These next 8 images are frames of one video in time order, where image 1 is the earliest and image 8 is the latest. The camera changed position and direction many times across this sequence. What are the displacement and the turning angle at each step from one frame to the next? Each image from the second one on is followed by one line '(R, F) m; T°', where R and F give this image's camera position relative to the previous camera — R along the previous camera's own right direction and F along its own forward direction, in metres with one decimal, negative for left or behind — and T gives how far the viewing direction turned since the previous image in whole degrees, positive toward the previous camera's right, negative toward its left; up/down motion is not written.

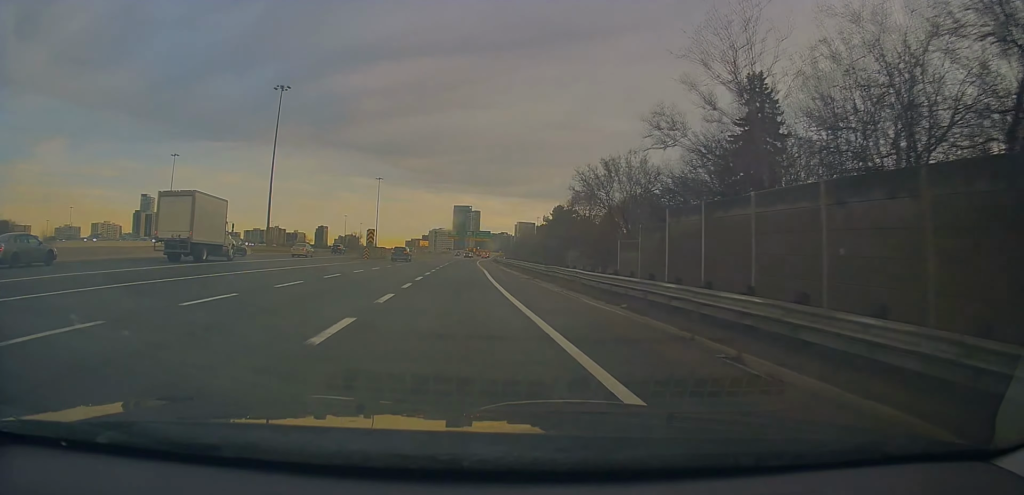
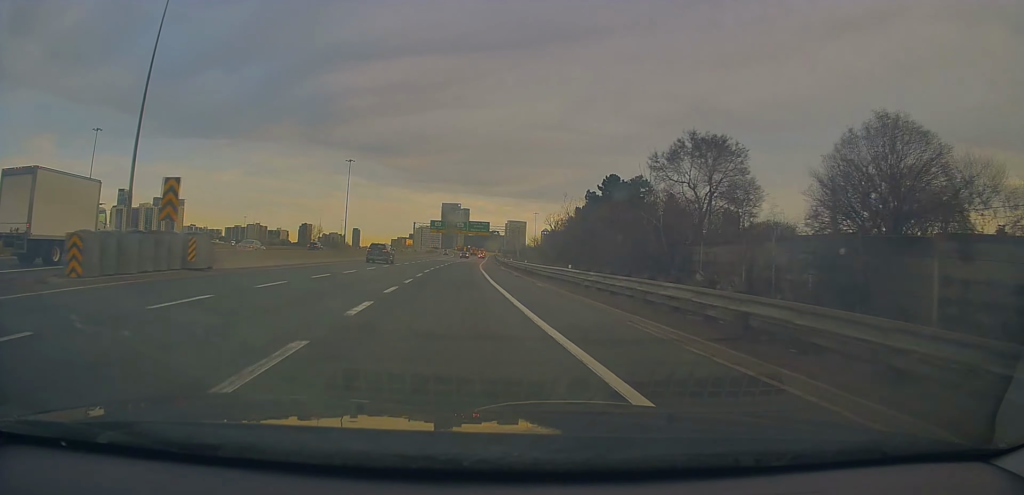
(+1.0, +50.1) m; +2°
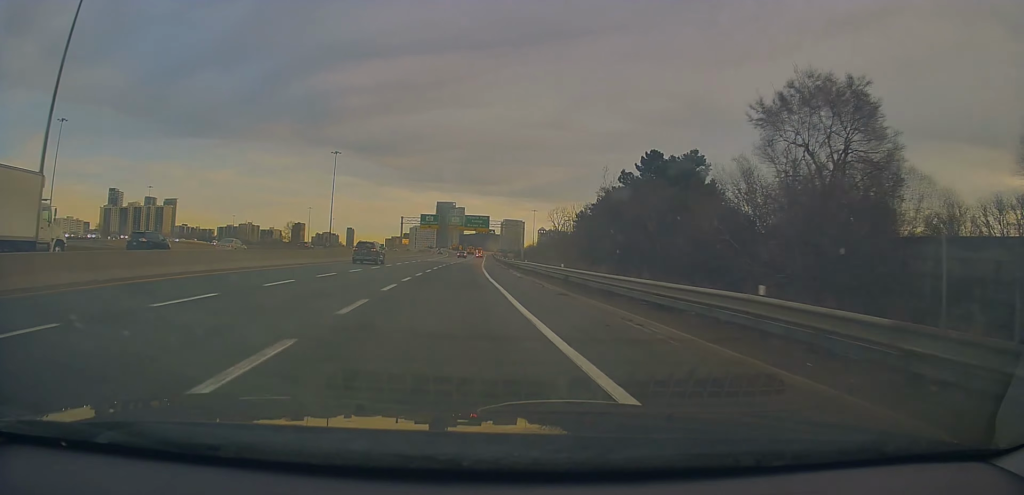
(0.0, +17.7) m; 0°
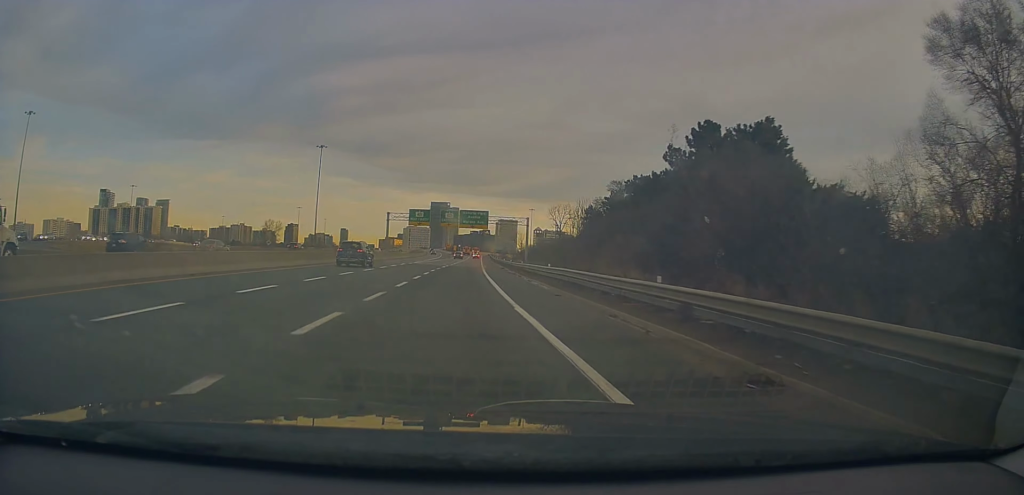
(-0.1, +14.3) m; 0°
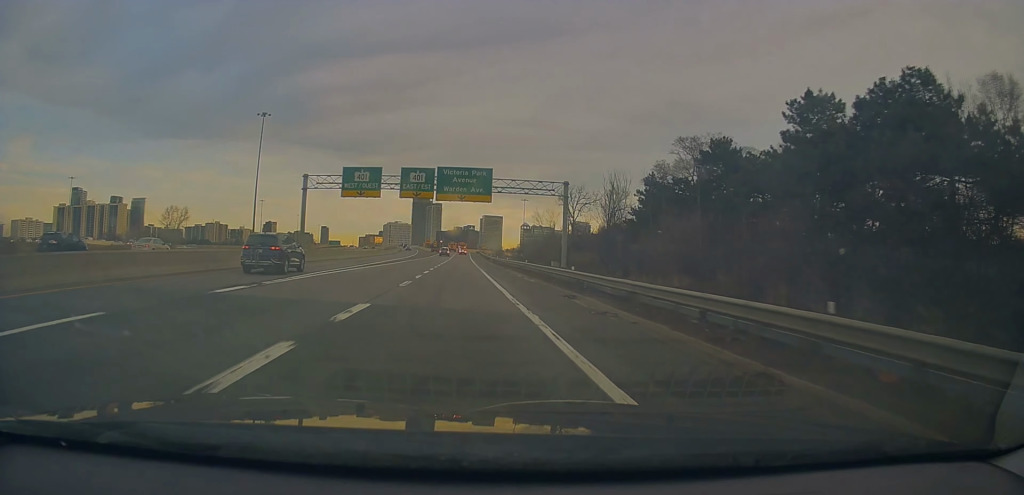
(+0.9, +45.8) m; +2°
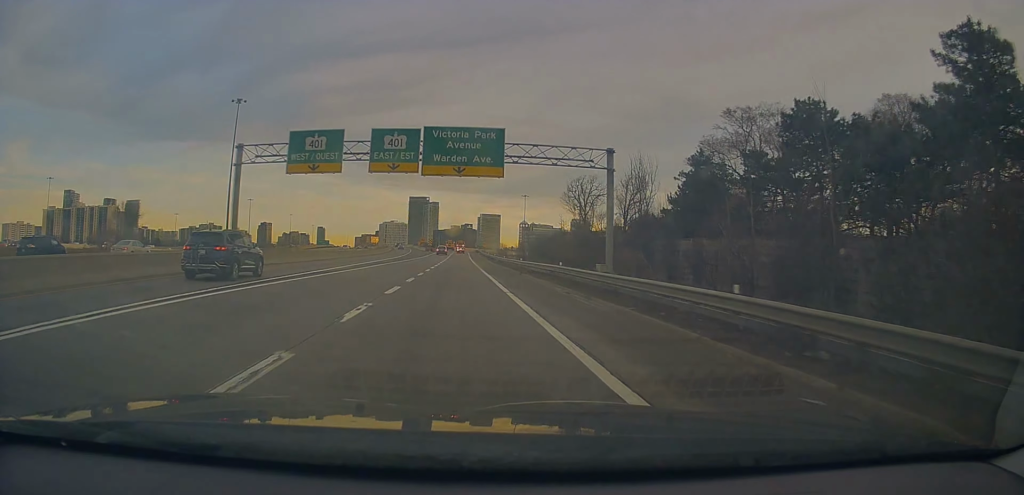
(0.0, +16.2) m; +1°
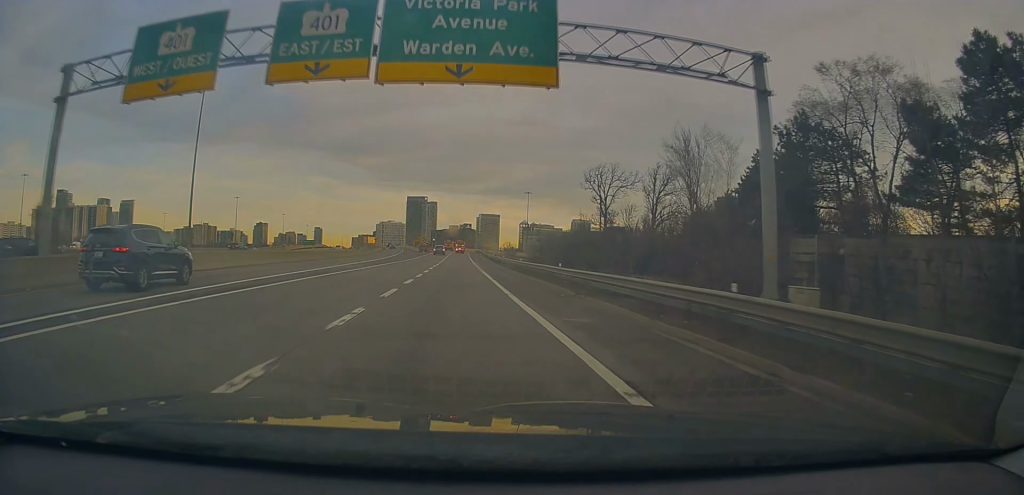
(+0.2, +18.9) m; +1°
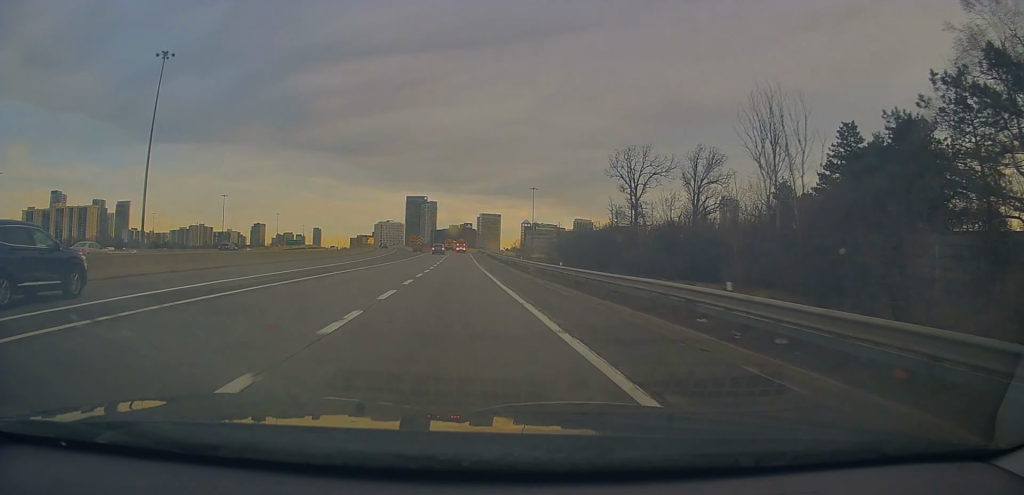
(+0.1, +18.8) m; 0°
